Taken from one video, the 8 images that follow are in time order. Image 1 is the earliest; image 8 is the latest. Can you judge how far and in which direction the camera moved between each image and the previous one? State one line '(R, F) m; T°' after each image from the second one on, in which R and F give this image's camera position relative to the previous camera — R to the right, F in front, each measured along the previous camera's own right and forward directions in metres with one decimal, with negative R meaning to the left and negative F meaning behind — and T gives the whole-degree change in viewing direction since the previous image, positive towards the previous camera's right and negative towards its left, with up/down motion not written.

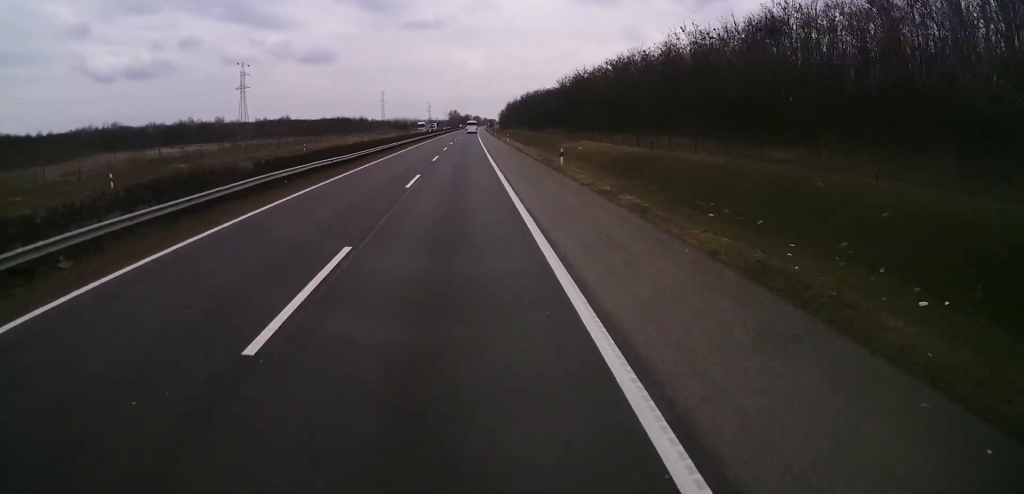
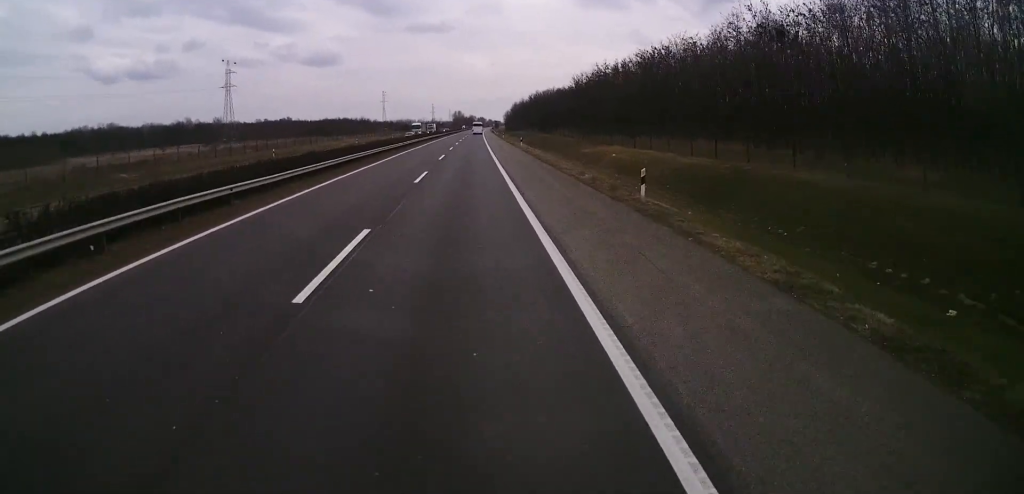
(+0.2, +16.2) m; 0°
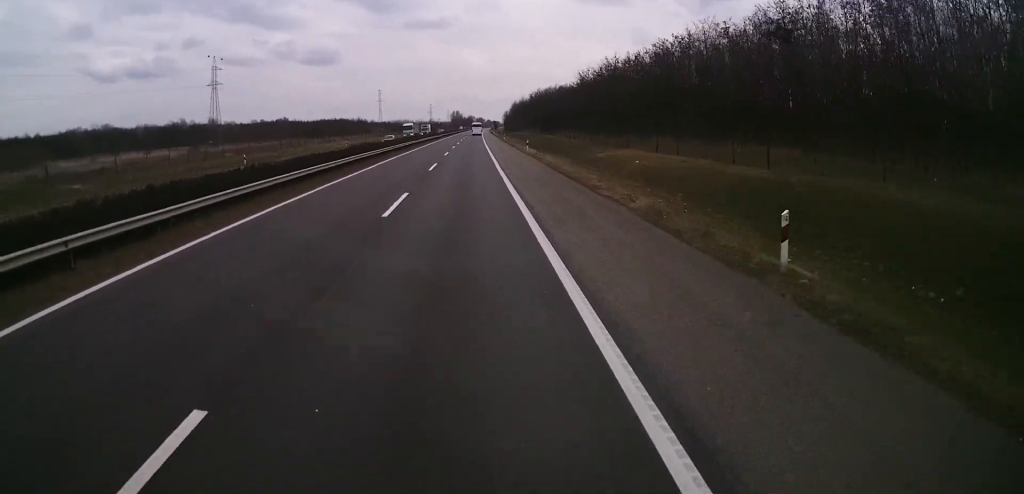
(0.0, +9.2) m; 0°
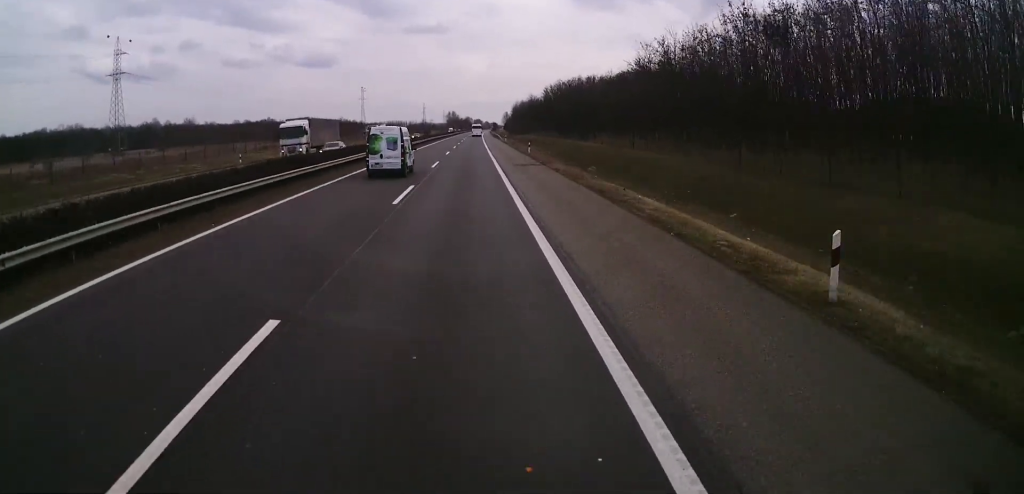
(-0.7, +51.4) m; -1°
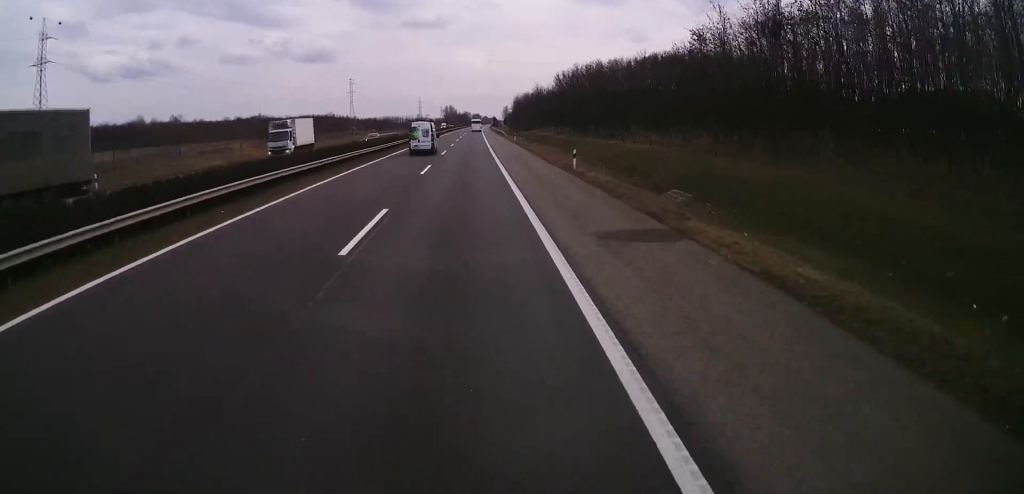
(0.0, +26.1) m; +1°
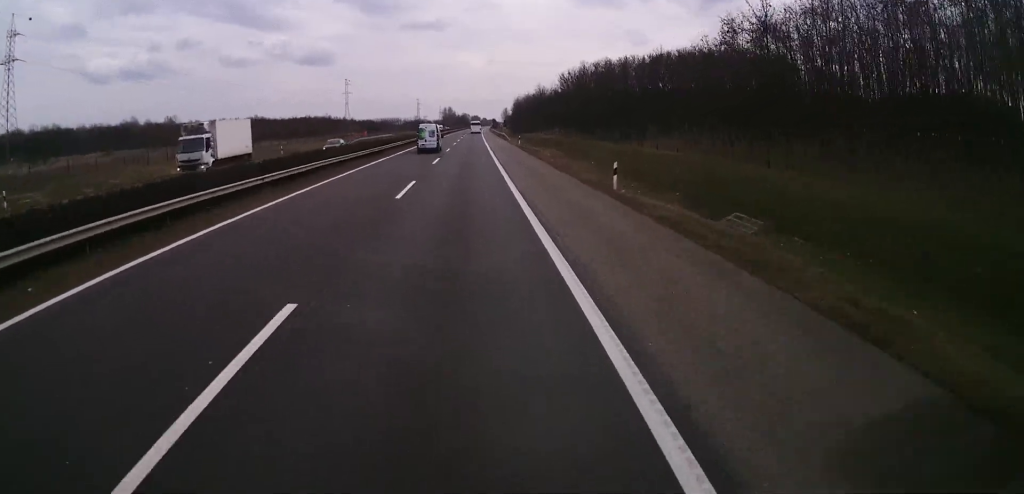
(0.0, +9.2) m; 0°
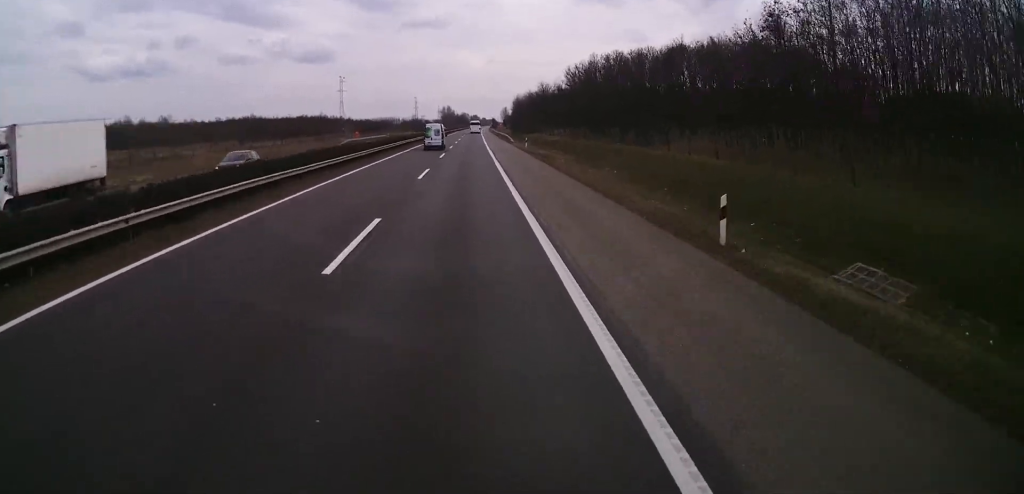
(+0.1, +10.0) m; 0°
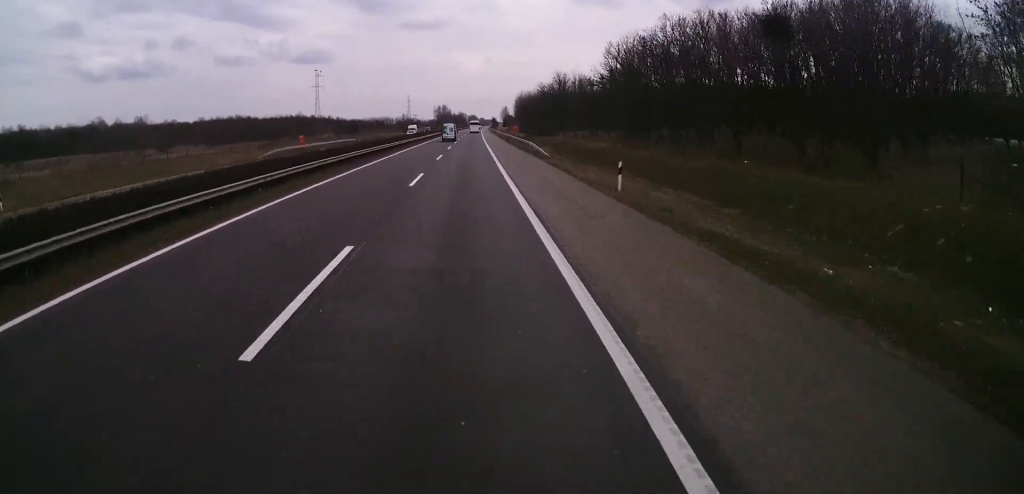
(+0.2, +40.0) m; 0°
